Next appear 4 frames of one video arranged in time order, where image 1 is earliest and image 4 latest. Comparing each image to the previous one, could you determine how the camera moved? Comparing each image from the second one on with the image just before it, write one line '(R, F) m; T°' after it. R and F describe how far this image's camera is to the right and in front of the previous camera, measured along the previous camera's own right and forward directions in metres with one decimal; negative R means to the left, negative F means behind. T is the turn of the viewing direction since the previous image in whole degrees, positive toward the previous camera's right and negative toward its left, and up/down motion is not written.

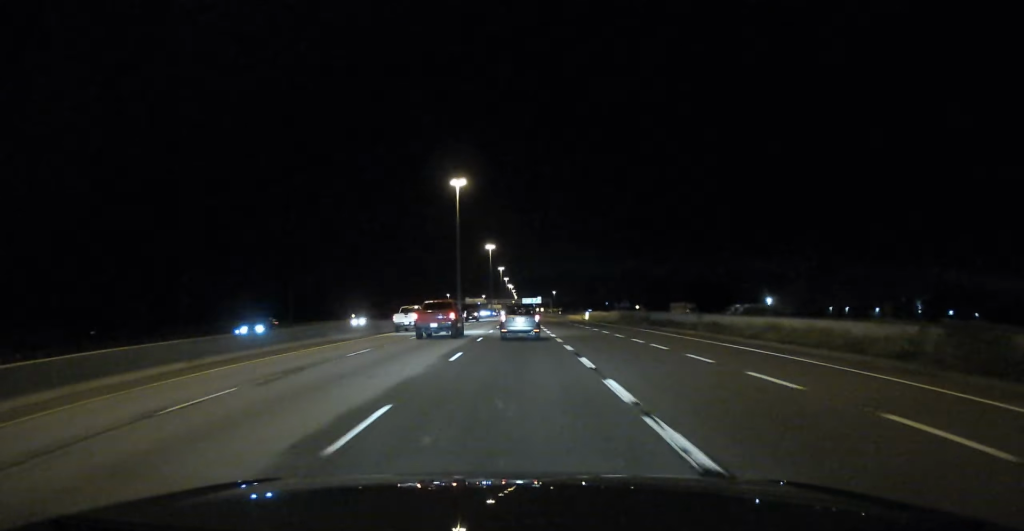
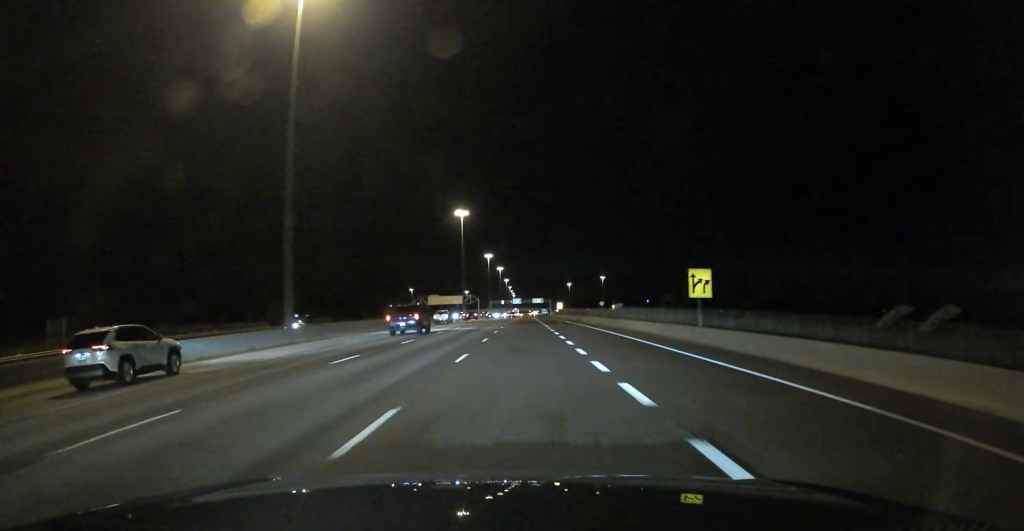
(-0.4, +403.9) m; -1°
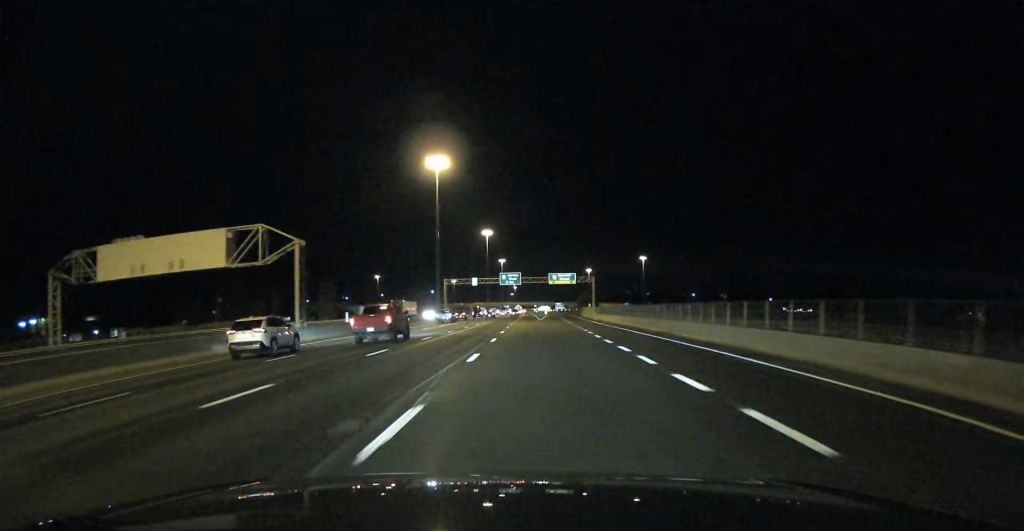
(-0.7, +206.9) m; 0°
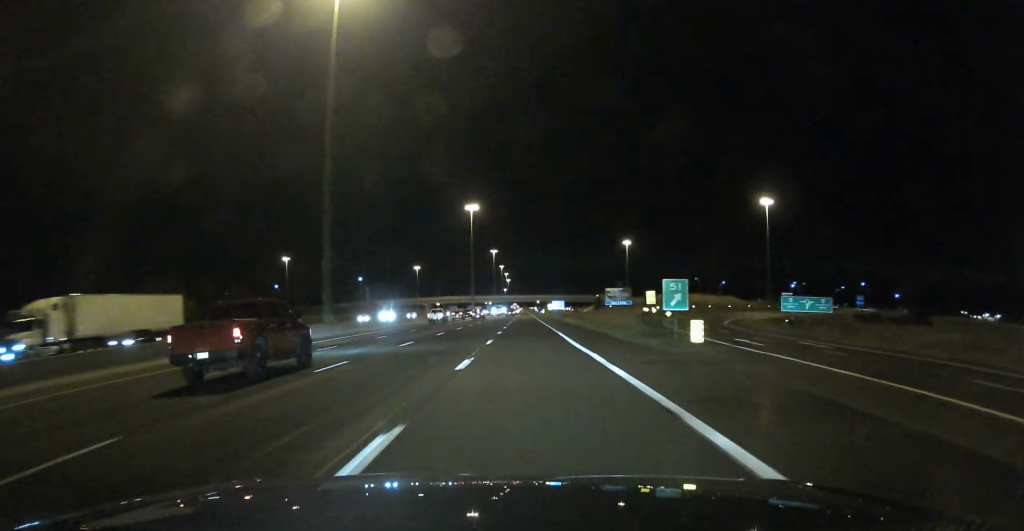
(+0.4, +233.8) m; 0°
